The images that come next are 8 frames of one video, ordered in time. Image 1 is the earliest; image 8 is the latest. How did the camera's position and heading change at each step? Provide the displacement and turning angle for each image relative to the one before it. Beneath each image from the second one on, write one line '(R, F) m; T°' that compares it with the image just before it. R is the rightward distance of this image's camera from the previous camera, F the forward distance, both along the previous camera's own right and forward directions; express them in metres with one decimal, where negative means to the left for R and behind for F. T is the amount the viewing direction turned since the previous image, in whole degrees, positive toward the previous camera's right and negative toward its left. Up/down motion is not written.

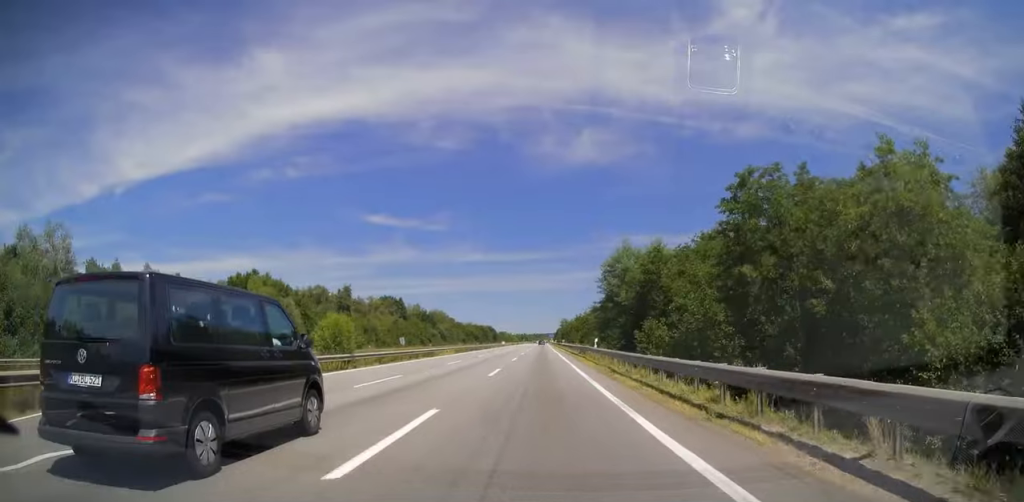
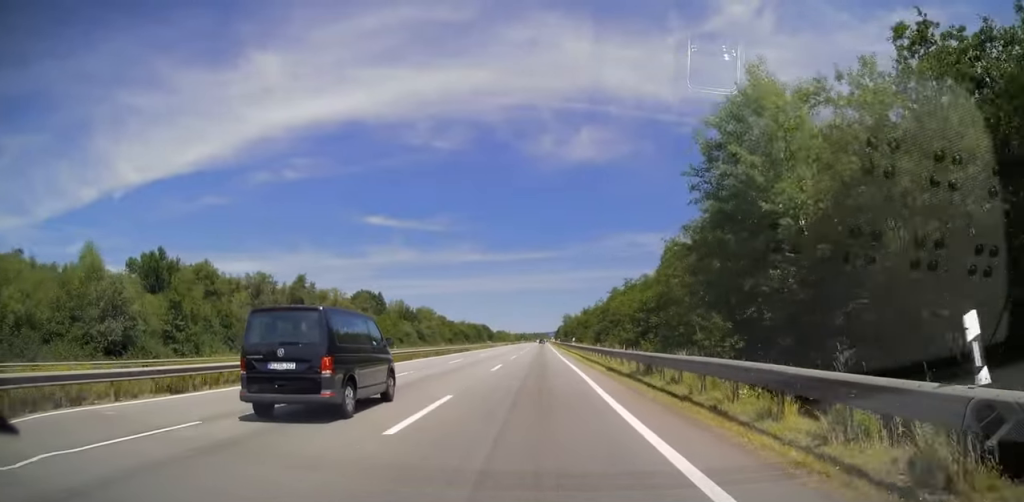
(-0.4, +33.0) m; -1°
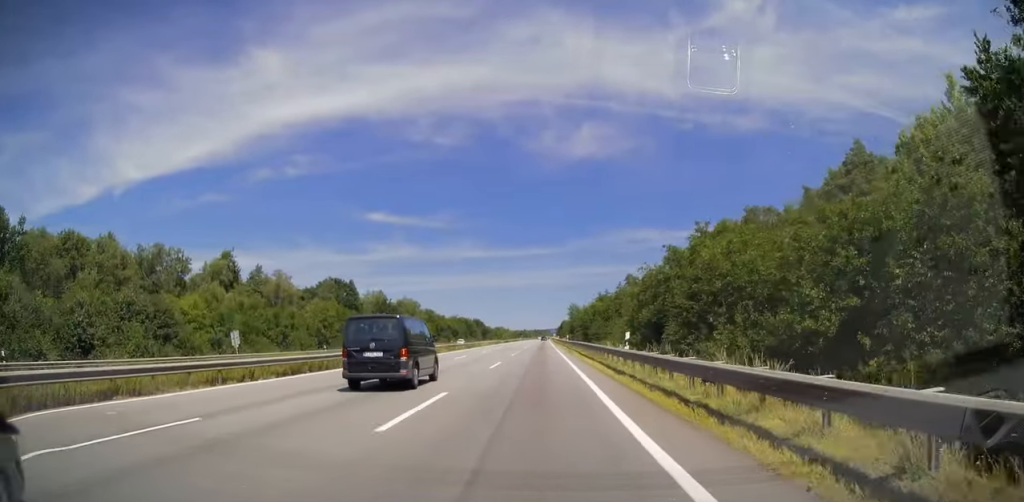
(0.0, +35.9) m; 0°
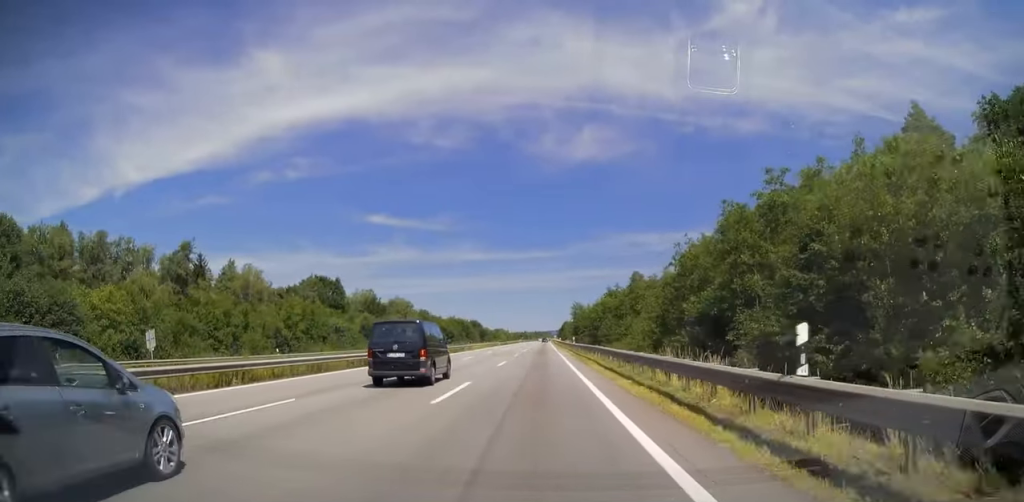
(0.0, +13.8) m; 0°
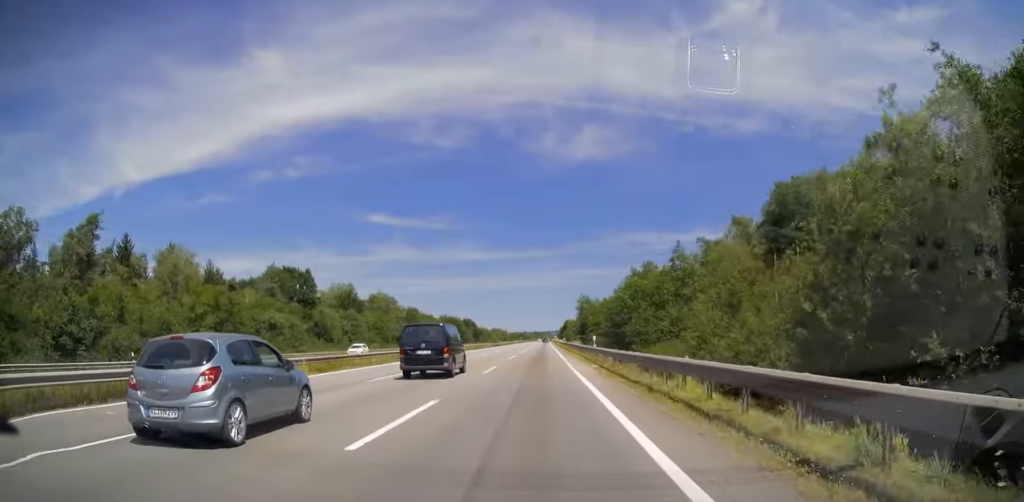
(0.0, +23.7) m; 0°
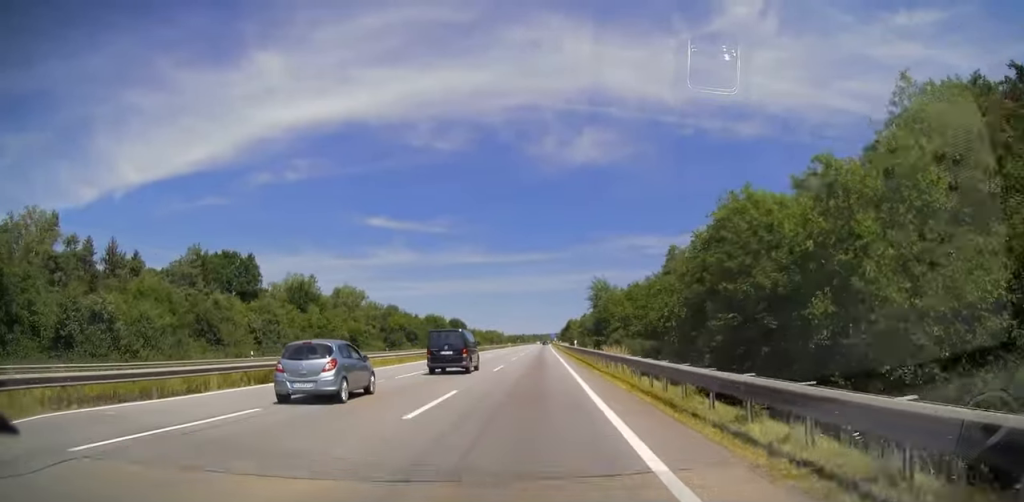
(0.0, +32.6) m; 0°
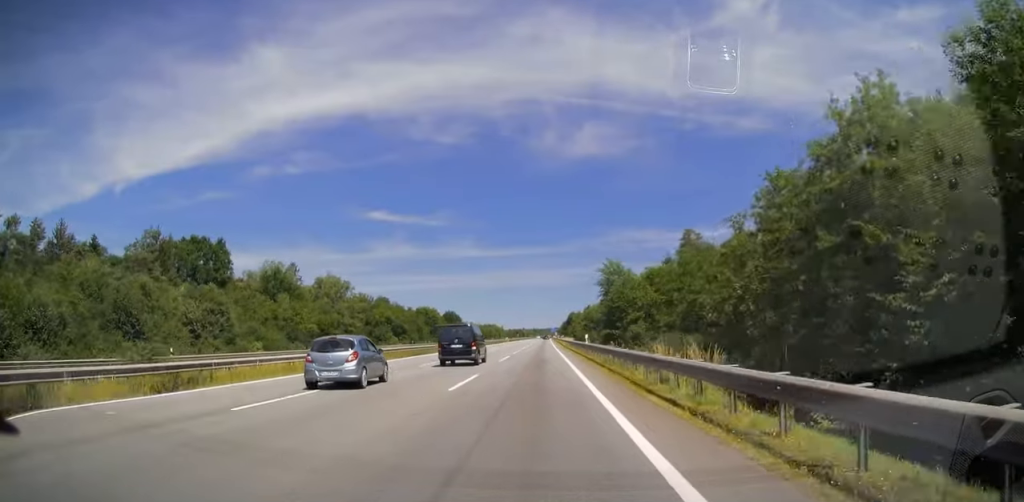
(0.0, +13.3) m; 0°
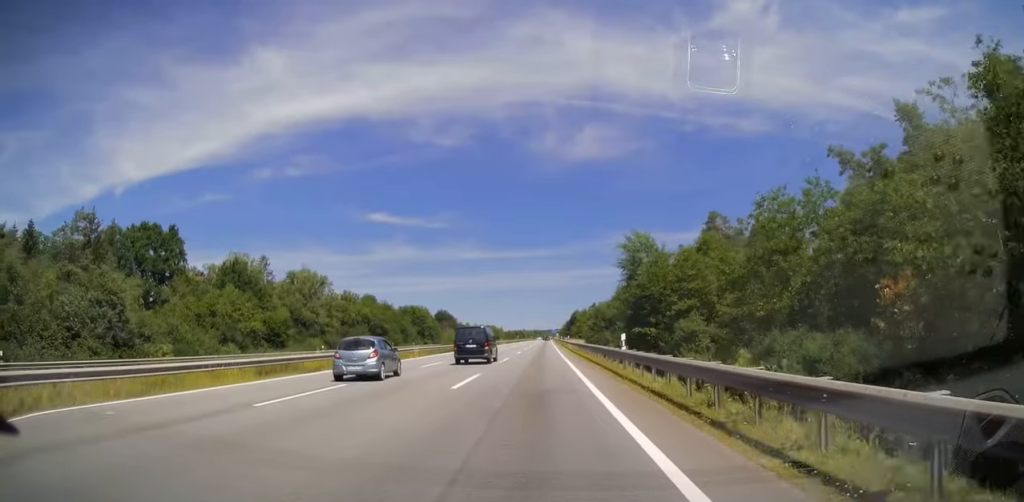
(0.0, +17.3) m; 0°
